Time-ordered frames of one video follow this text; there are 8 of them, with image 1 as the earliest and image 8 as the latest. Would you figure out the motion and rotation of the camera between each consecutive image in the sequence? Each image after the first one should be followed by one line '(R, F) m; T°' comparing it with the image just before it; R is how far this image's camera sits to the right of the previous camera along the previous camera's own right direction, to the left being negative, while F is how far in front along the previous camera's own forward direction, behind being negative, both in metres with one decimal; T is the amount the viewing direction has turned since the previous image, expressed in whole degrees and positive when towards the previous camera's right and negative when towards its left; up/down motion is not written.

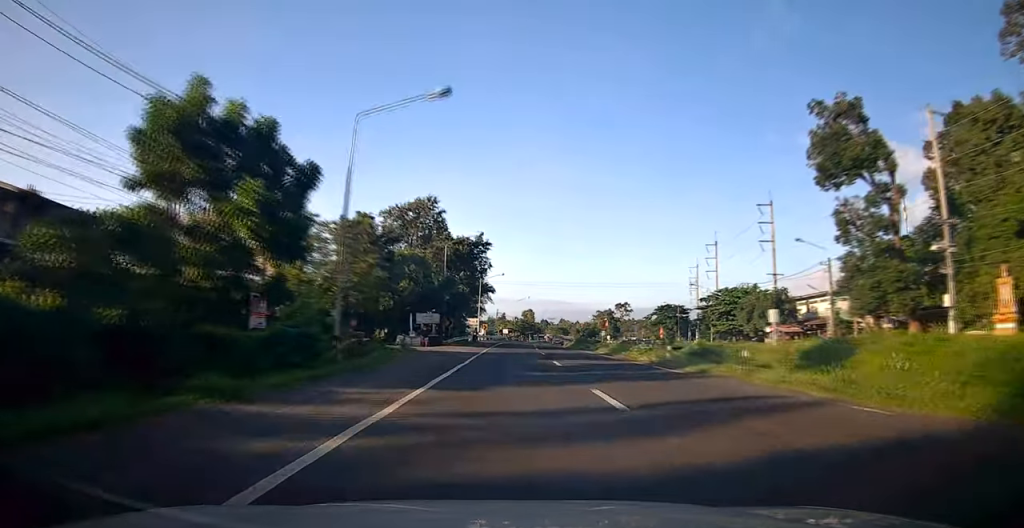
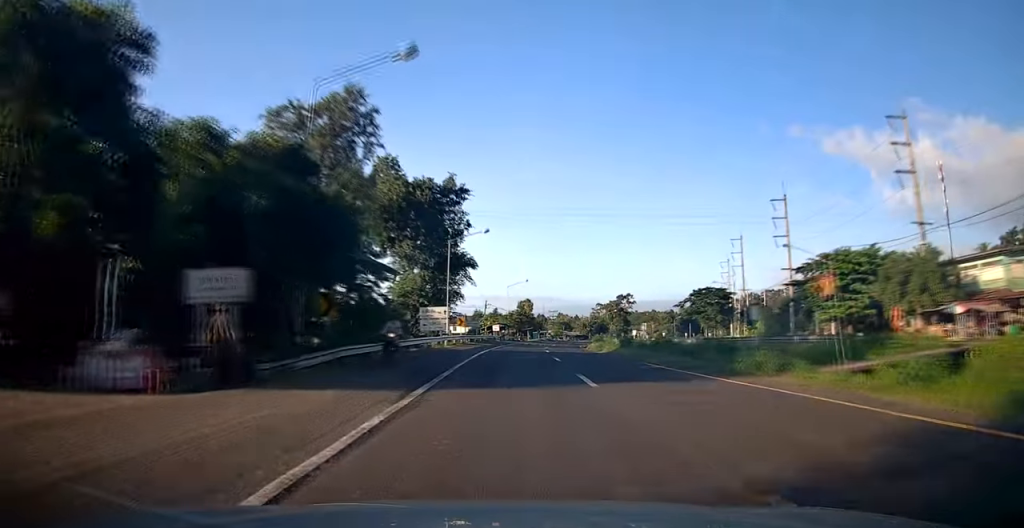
(+0.3, +31.7) m; -1°
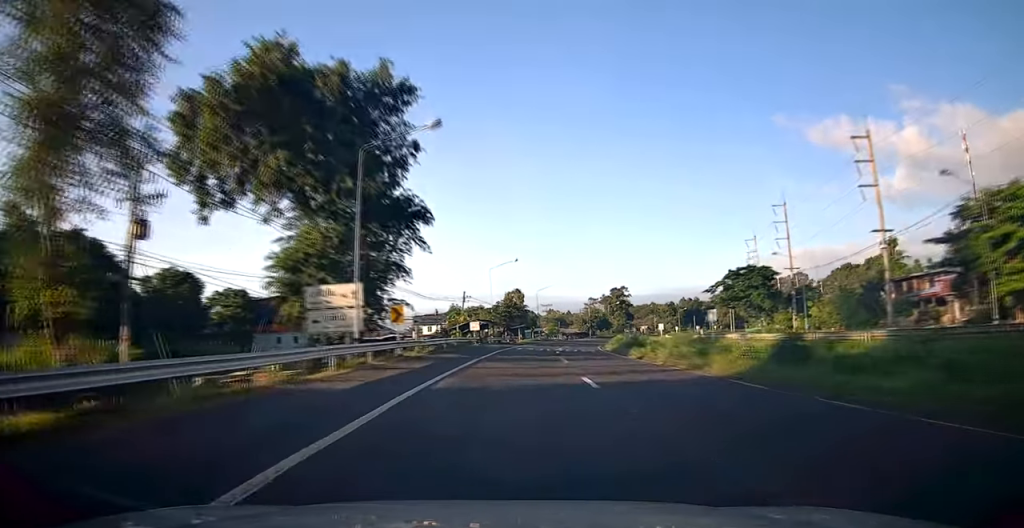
(-0.5, +24.2) m; +1°
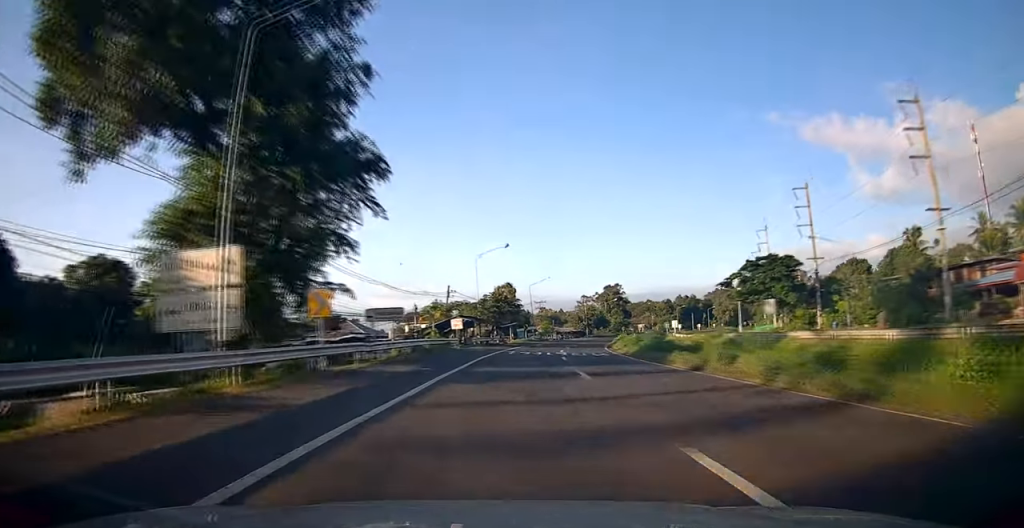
(+0.3, +10.0) m; +2°
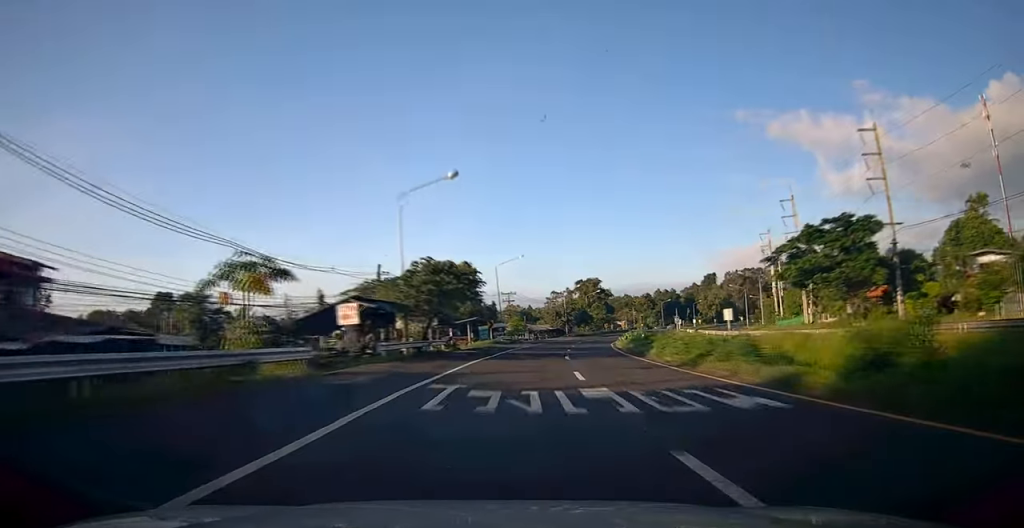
(+0.3, +24.1) m; +2°
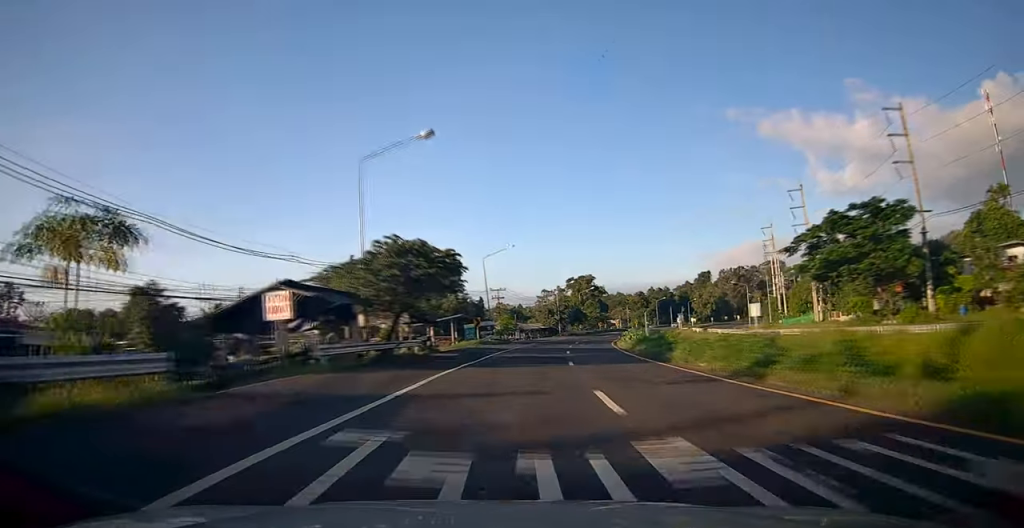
(-0.2, +6.2) m; +1°
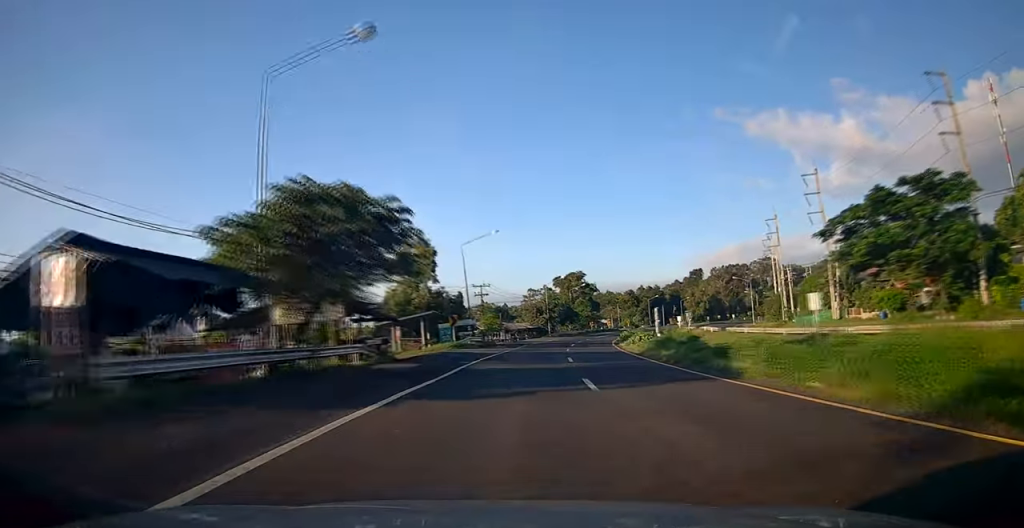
(+0.3, +8.7) m; +1°
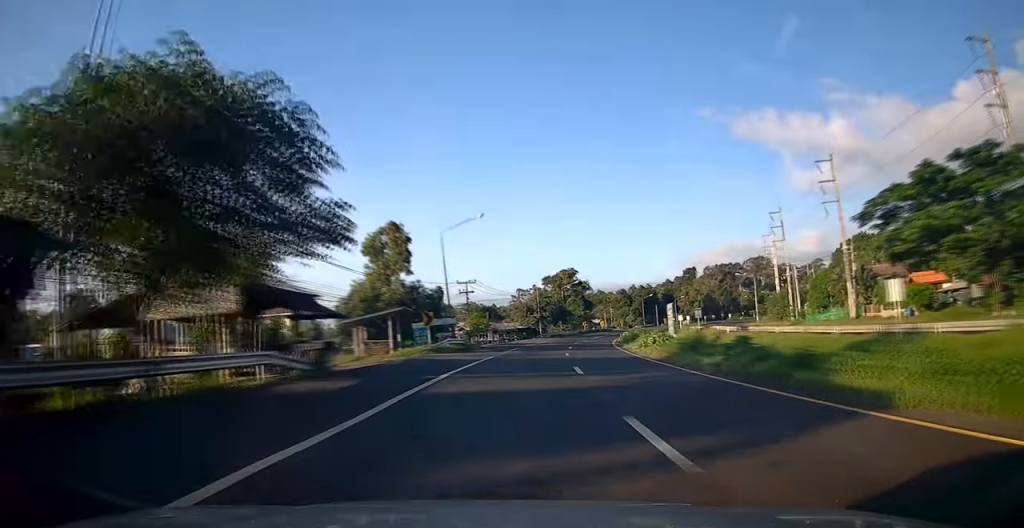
(+0.3, +6.8) m; +1°
